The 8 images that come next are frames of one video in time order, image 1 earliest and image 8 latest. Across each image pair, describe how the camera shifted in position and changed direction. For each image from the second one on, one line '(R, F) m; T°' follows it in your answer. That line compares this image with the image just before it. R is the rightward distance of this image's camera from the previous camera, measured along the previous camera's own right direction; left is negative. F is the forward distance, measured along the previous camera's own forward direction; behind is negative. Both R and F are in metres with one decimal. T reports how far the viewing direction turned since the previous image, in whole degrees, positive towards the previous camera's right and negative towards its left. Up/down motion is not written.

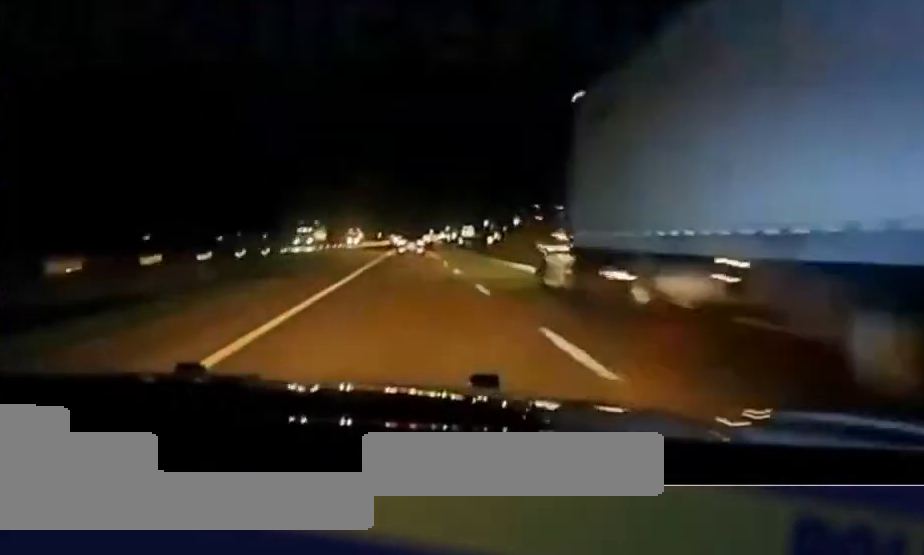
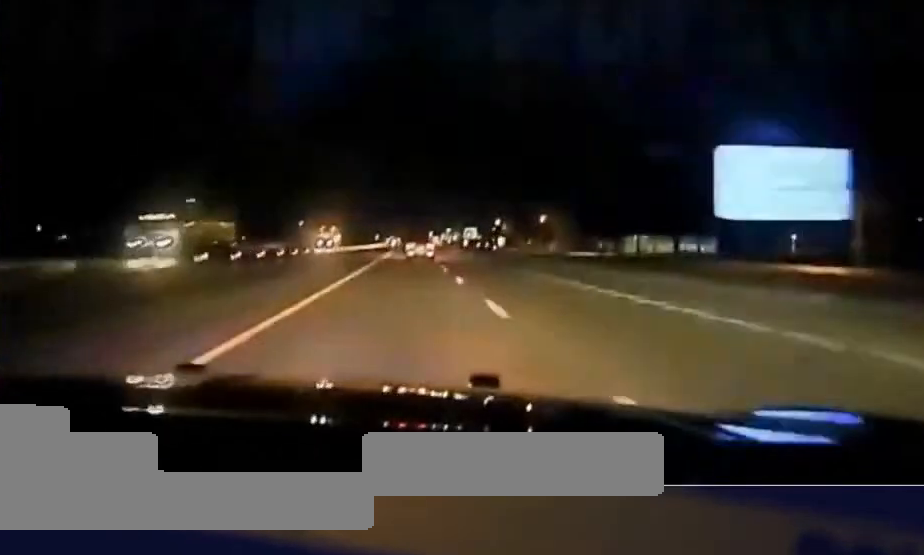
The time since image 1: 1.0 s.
(+0.3, +55.8) m; 0°
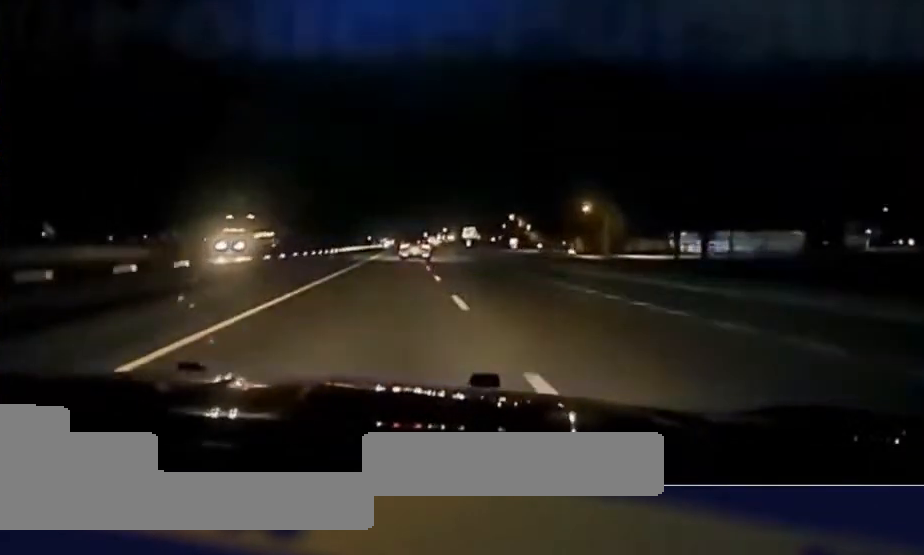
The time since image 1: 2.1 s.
(-0.4, +63.9) m; 0°
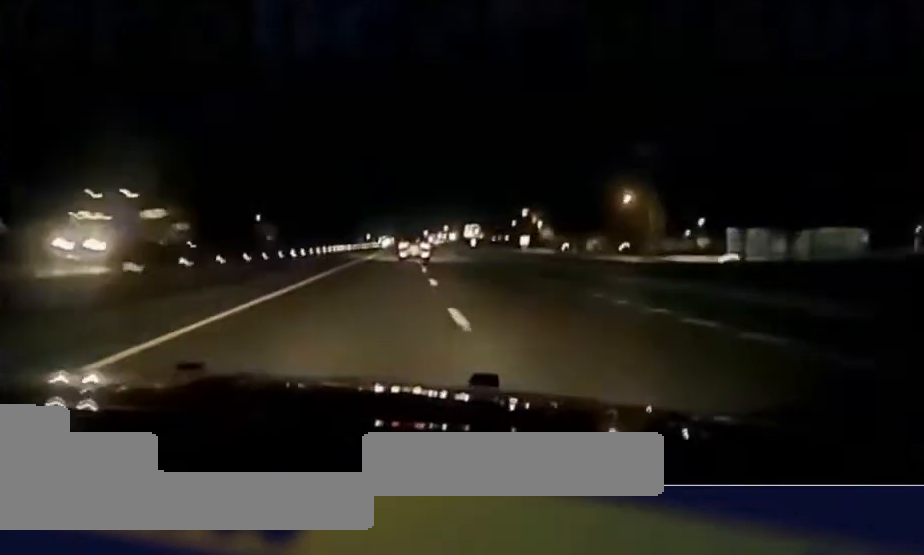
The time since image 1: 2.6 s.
(+0.1, +26.1) m; 0°
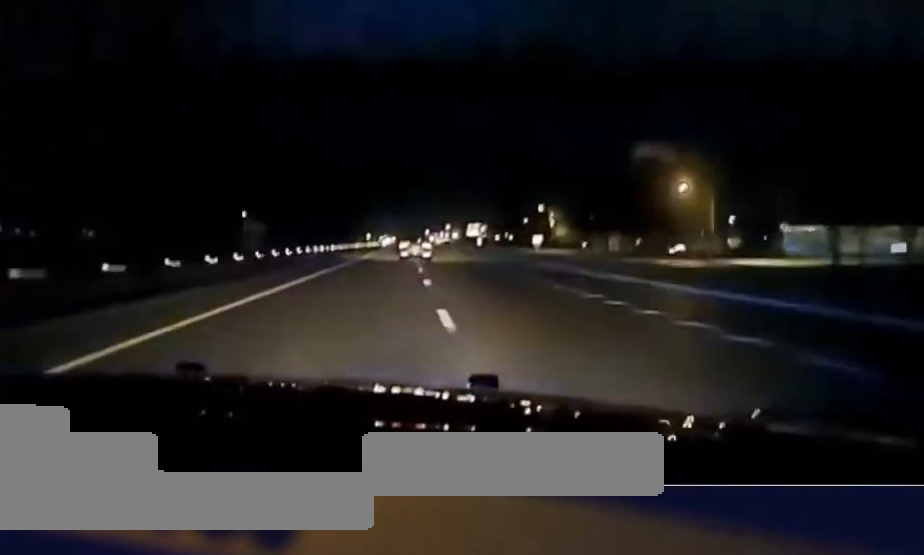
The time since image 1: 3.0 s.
(0.0, +26.1) m; 0°
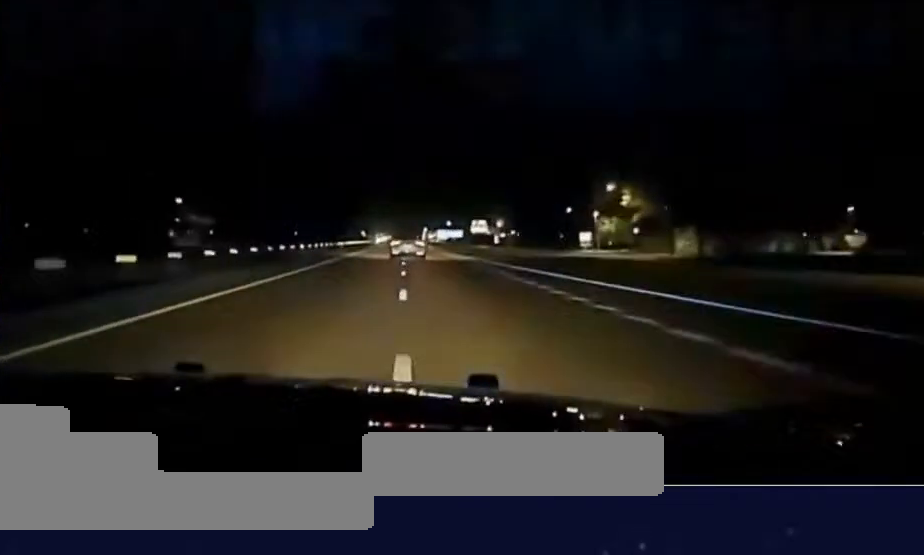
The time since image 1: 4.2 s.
(+0.1, +65.4) m; +1°
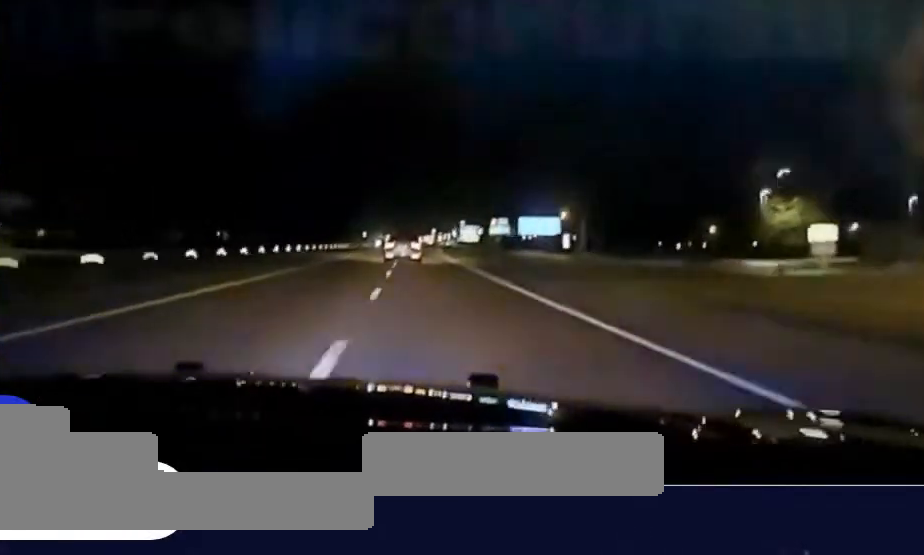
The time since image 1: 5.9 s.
(-0.2, +97.3) m; -1°
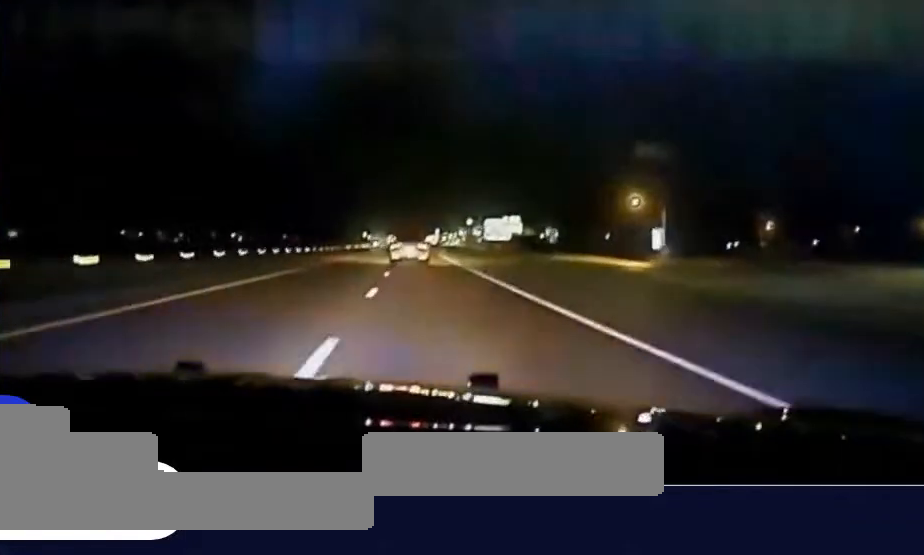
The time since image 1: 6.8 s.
(0.0, +48.5) m; 0°
